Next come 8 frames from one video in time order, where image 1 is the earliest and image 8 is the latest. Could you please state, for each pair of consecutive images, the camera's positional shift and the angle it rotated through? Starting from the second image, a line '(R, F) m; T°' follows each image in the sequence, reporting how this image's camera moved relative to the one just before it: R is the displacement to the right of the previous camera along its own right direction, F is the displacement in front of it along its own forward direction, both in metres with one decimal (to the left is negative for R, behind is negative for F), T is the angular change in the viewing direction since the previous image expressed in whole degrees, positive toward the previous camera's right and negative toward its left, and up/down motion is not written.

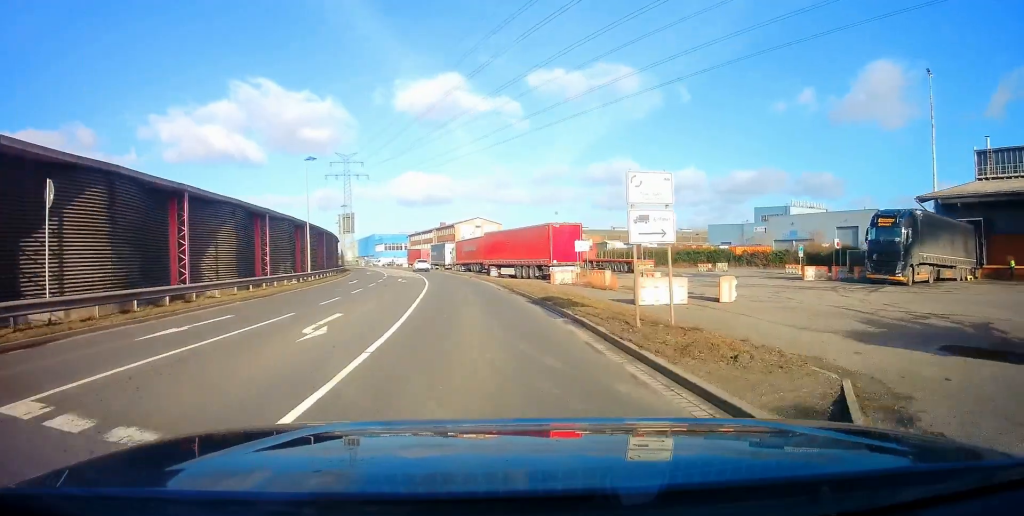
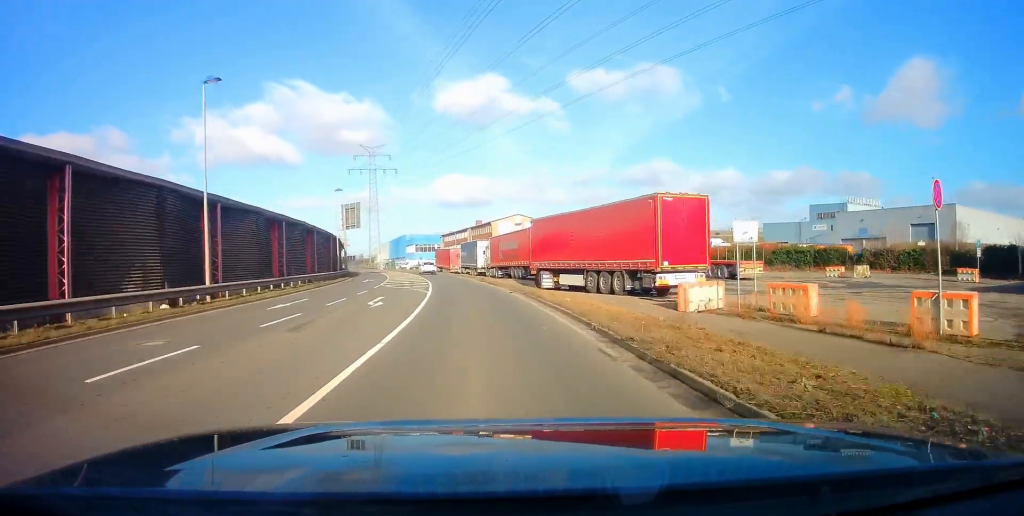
(-0.7, +18.1) m; -4°
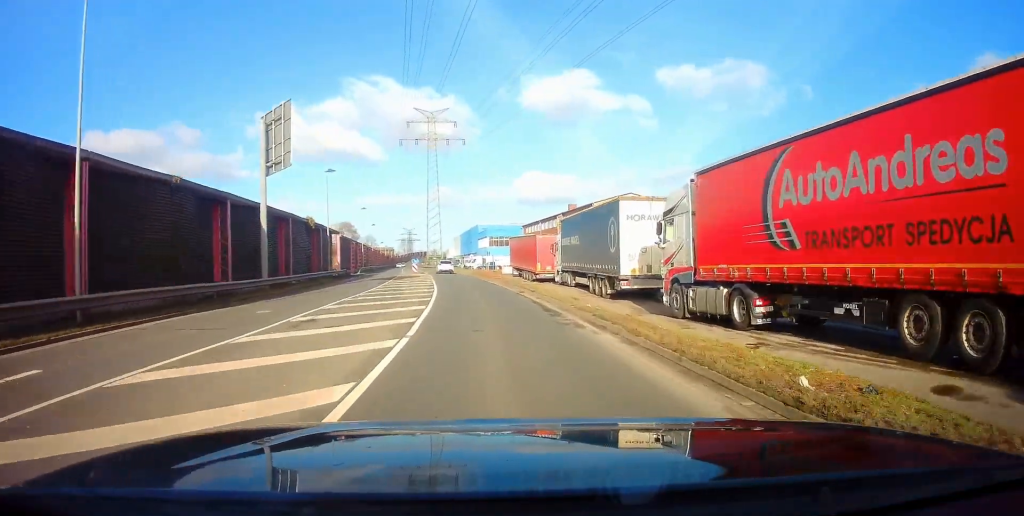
(-3.5, +42.1) m; -9°
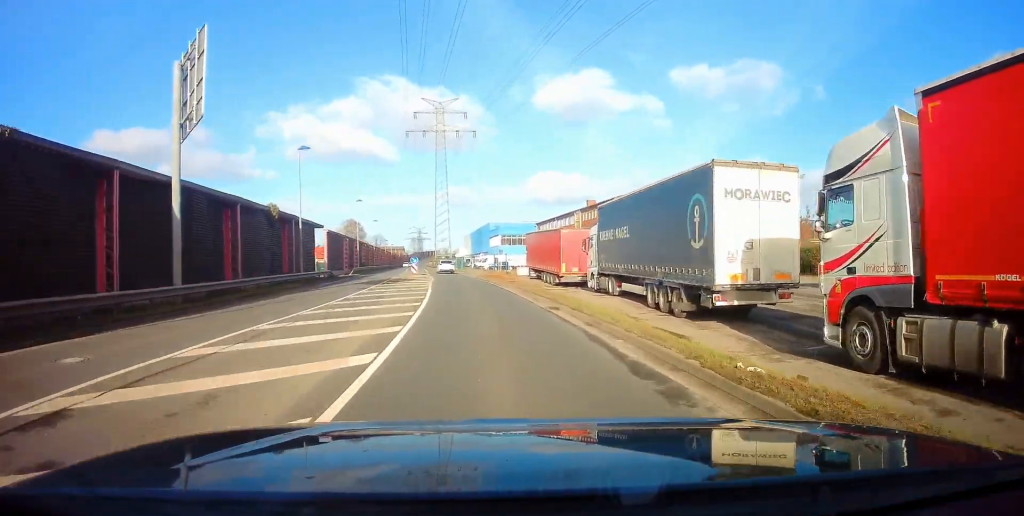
(-0.2, +8.8) m; -2°
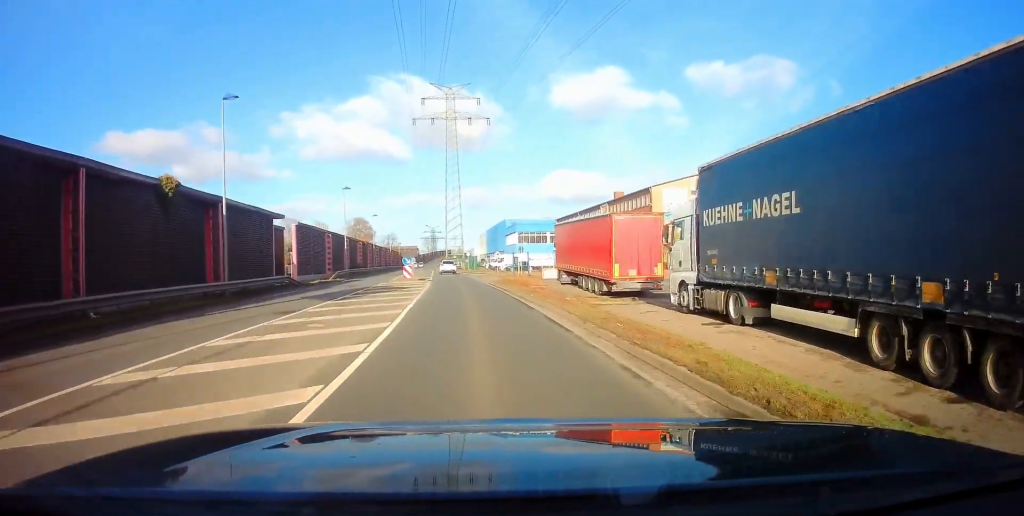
(-0.2, +12.0) m; -2°
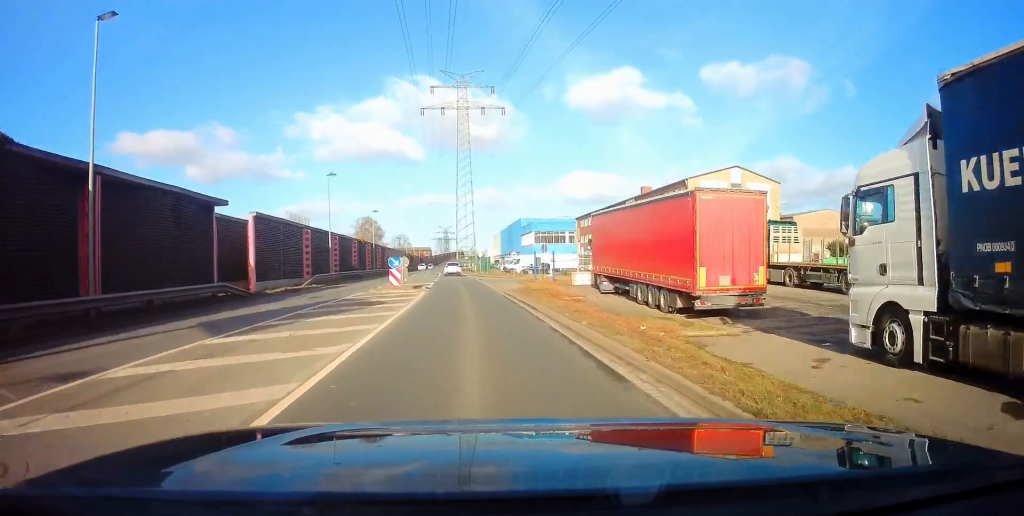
(0.0, +9.5) m; -1°
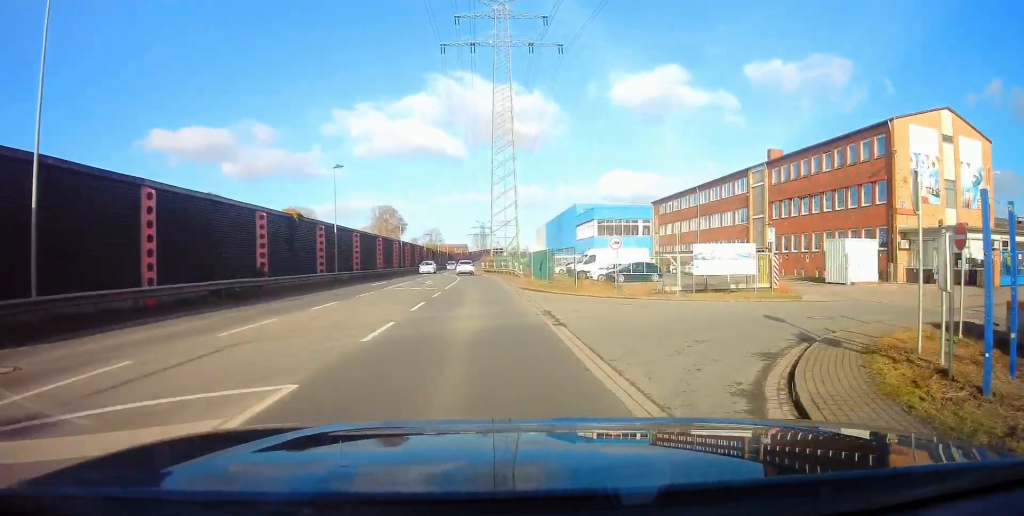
(-0.6, +33.4) m; -2°
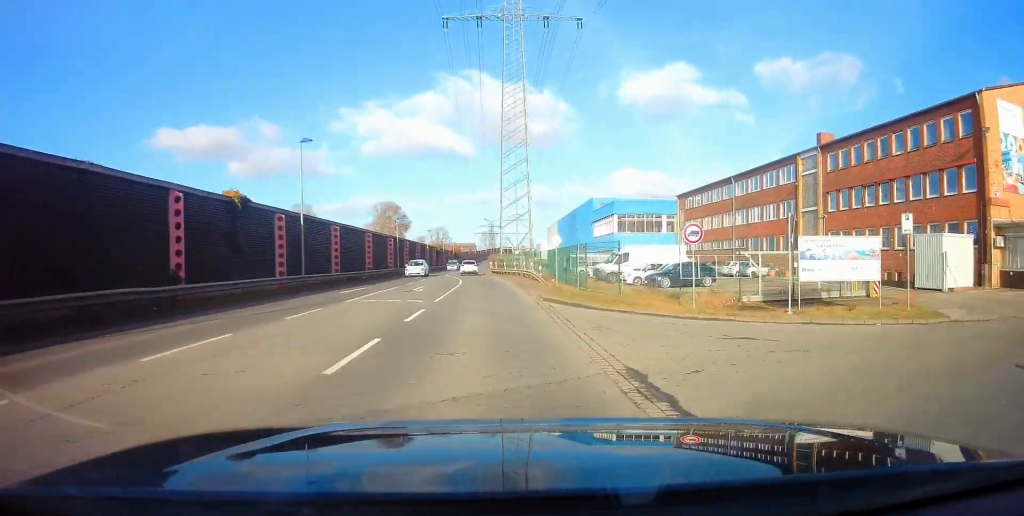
(-0.1, +8.9) m; -1°
